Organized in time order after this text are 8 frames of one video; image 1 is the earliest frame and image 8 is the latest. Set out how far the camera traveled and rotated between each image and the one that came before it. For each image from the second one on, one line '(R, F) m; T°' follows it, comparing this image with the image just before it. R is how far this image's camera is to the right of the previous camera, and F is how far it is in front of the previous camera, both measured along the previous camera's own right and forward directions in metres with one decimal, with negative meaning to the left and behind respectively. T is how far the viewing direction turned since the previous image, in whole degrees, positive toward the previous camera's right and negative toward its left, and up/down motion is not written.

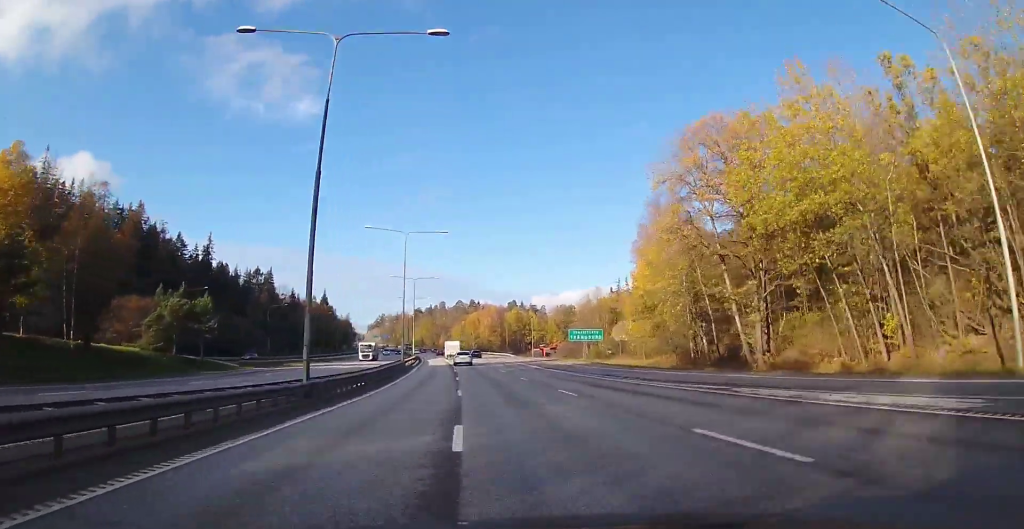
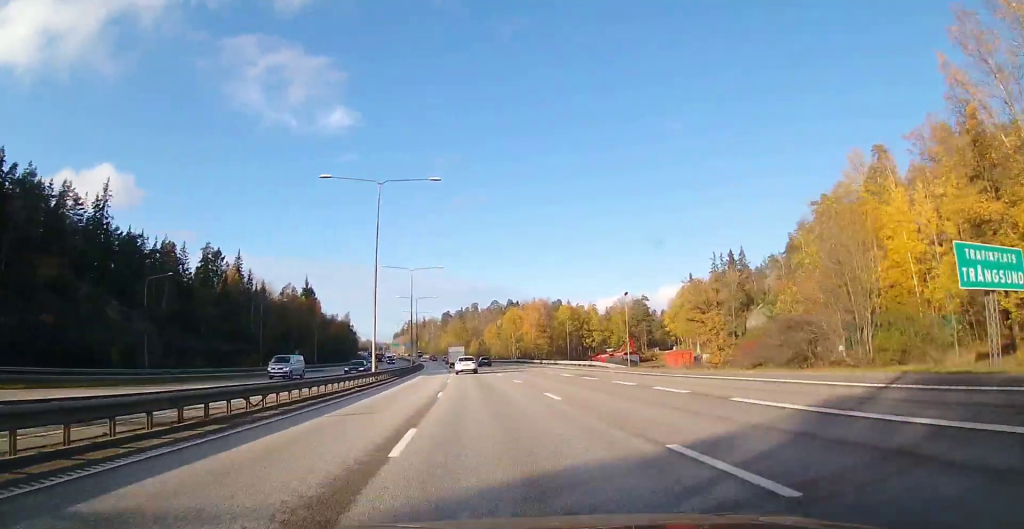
(-1.6, +61.4) m; -4°
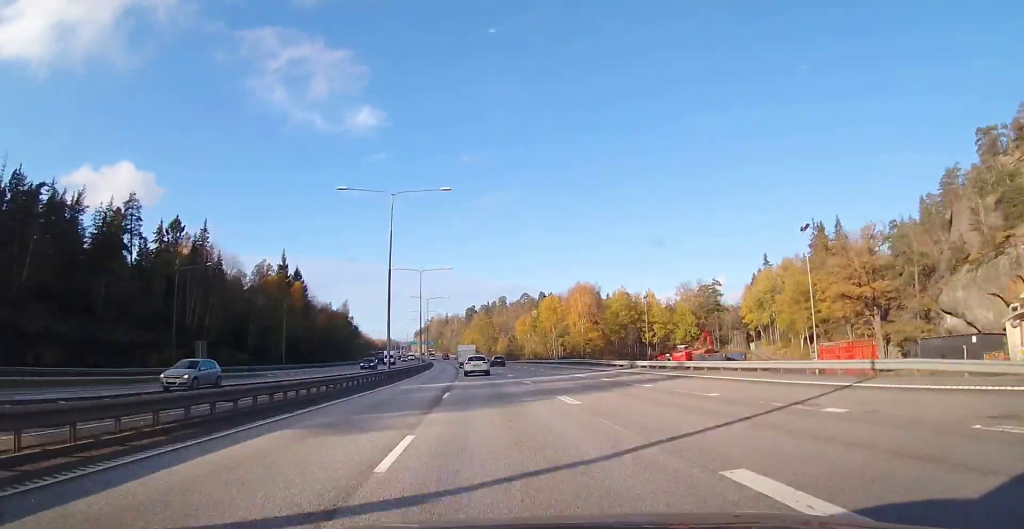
(-0.9, +37.6) m; -3°
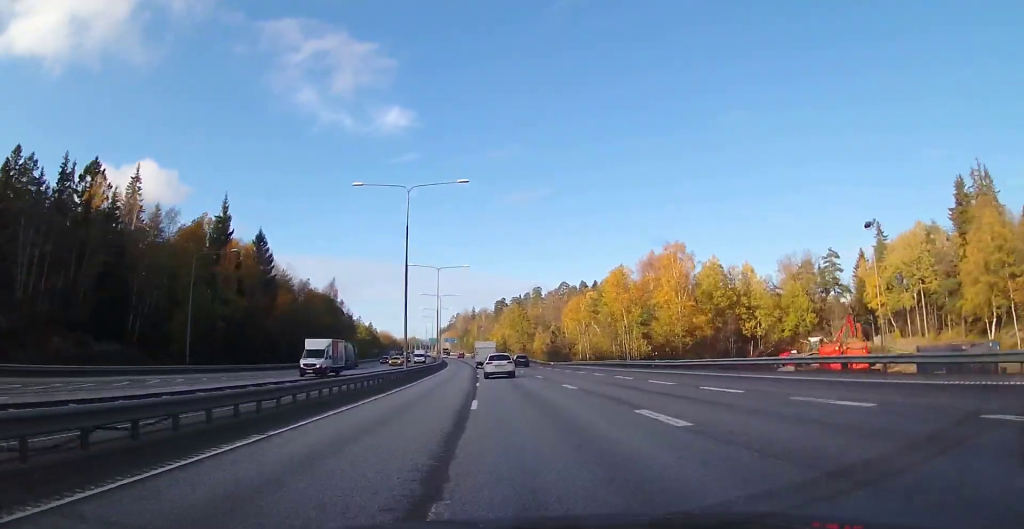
(-1.0, +40.7) m; -3°
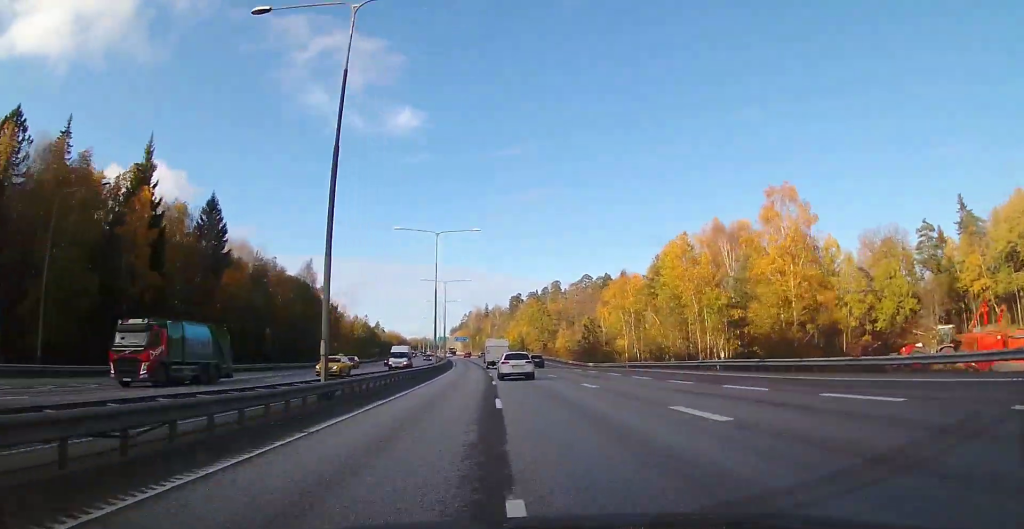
(-0.4, +23.7) m; -2°
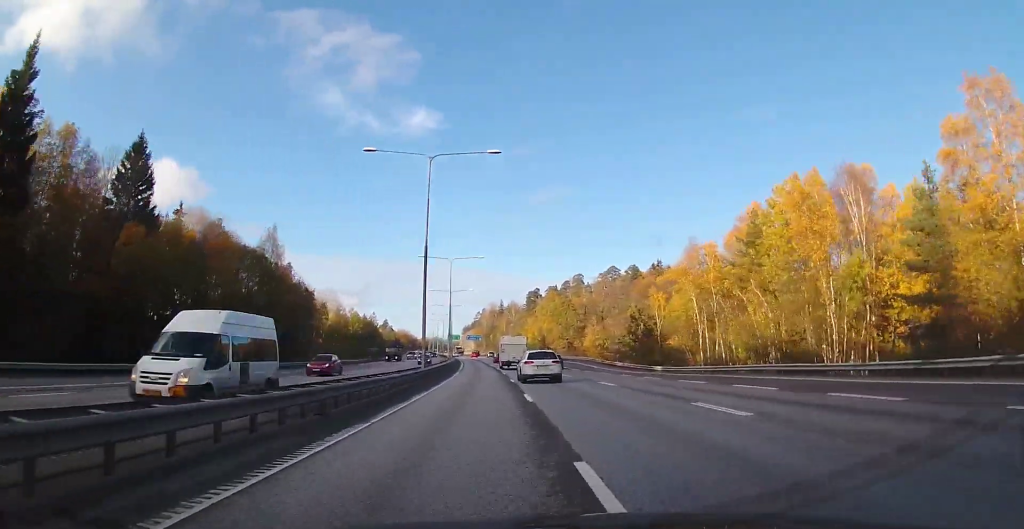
(-0.4, +22.5) m; -1°
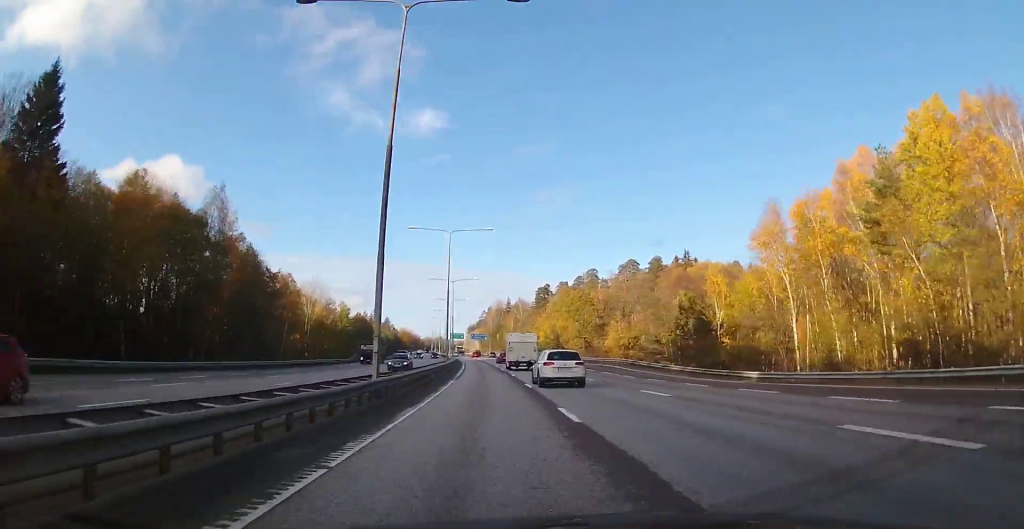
(-0.1, +16.9) m; 0°
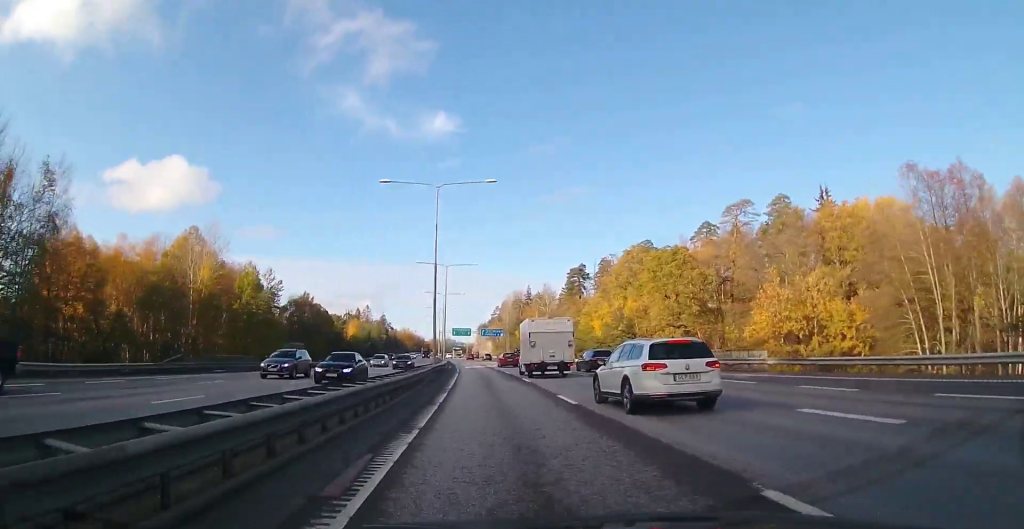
(-0.2, +56.8) m; -1°
